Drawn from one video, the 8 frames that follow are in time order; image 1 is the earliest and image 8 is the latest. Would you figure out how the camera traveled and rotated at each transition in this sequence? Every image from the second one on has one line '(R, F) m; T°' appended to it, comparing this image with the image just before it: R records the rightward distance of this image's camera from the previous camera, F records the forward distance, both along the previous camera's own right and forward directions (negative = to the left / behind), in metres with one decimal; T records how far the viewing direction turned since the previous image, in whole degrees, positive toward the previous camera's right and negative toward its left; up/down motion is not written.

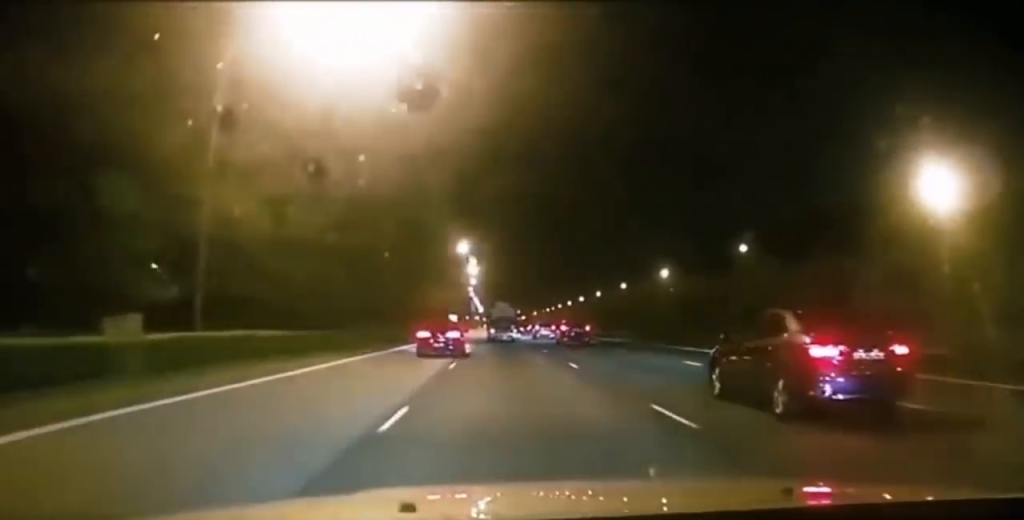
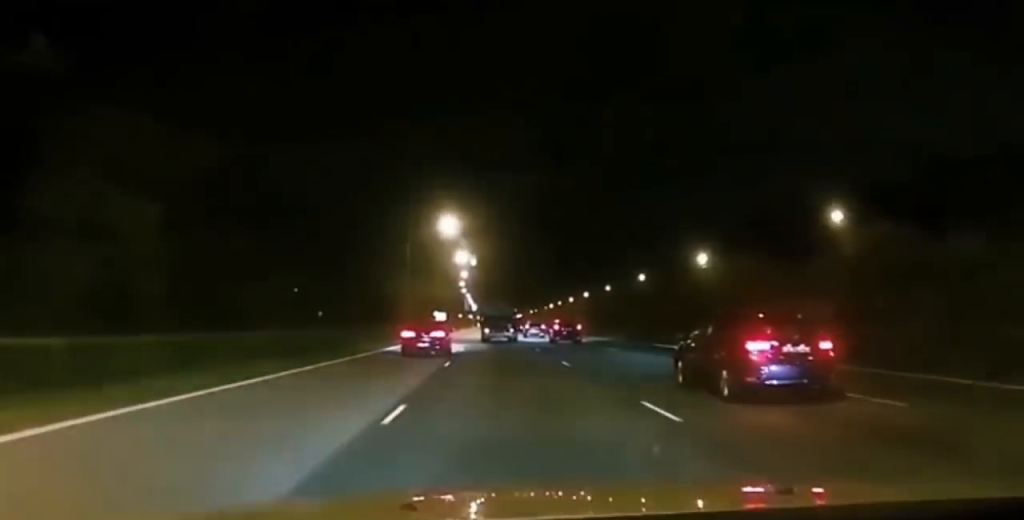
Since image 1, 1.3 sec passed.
(+0.4, +23.0) m; +1°
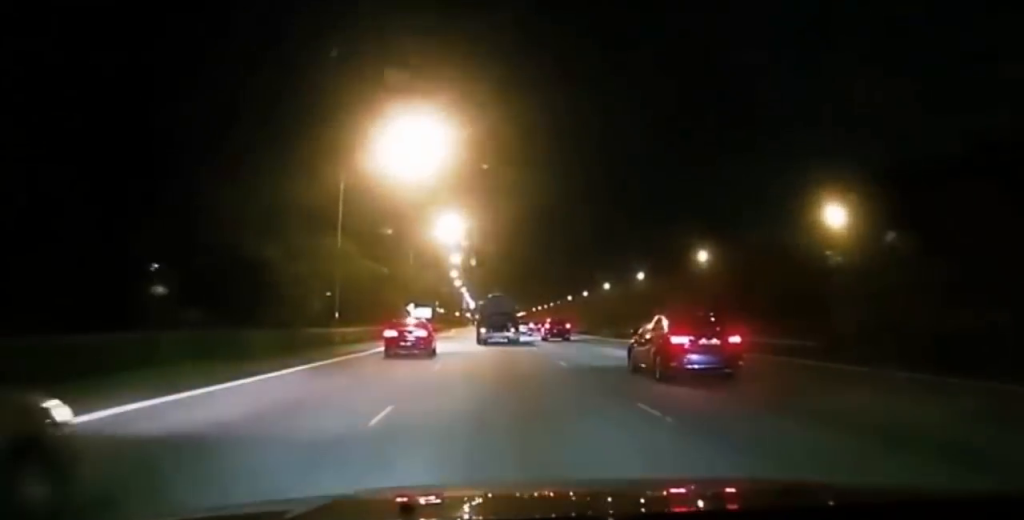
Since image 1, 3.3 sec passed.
(0.0, +36.5) m; -1°
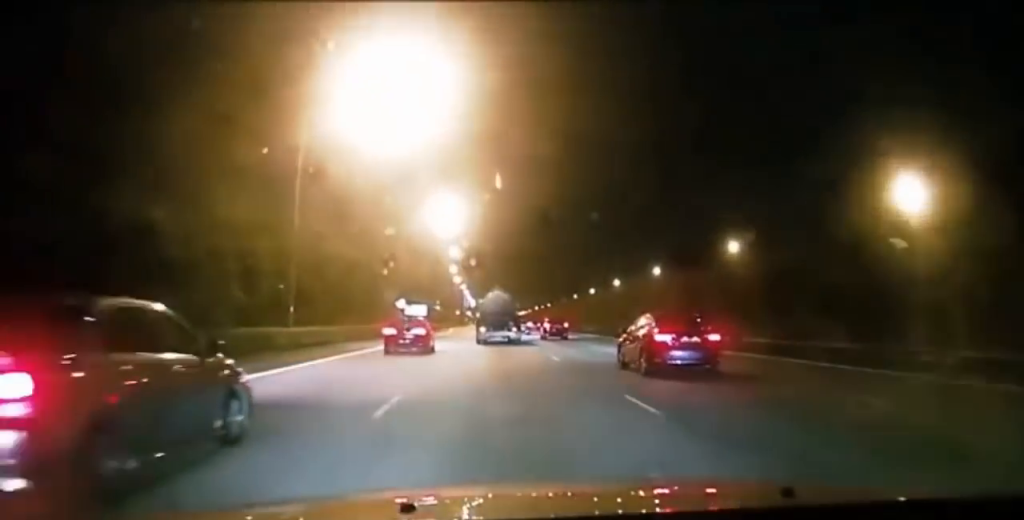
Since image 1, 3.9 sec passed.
(0.0, +10.9) m; 0°
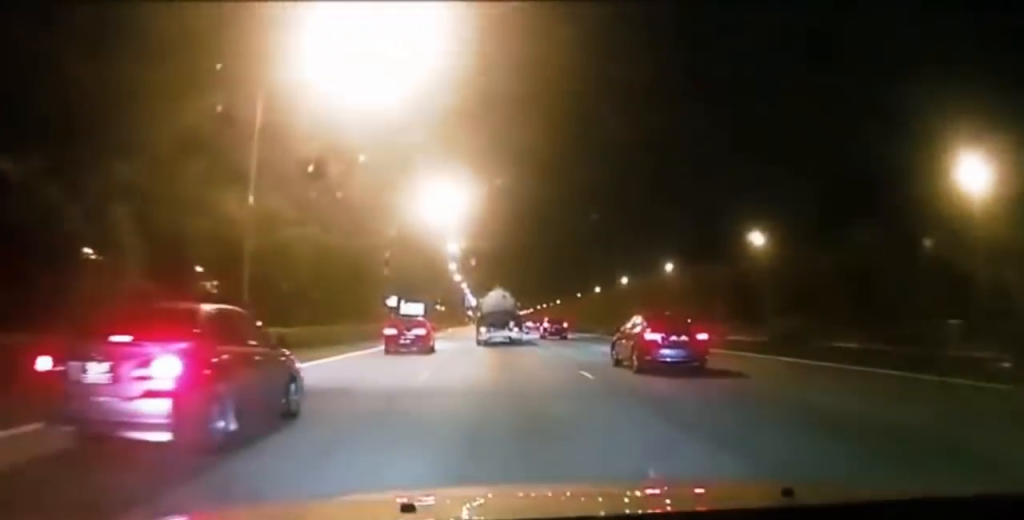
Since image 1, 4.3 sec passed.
(-0.2, +7.2) m; 0°
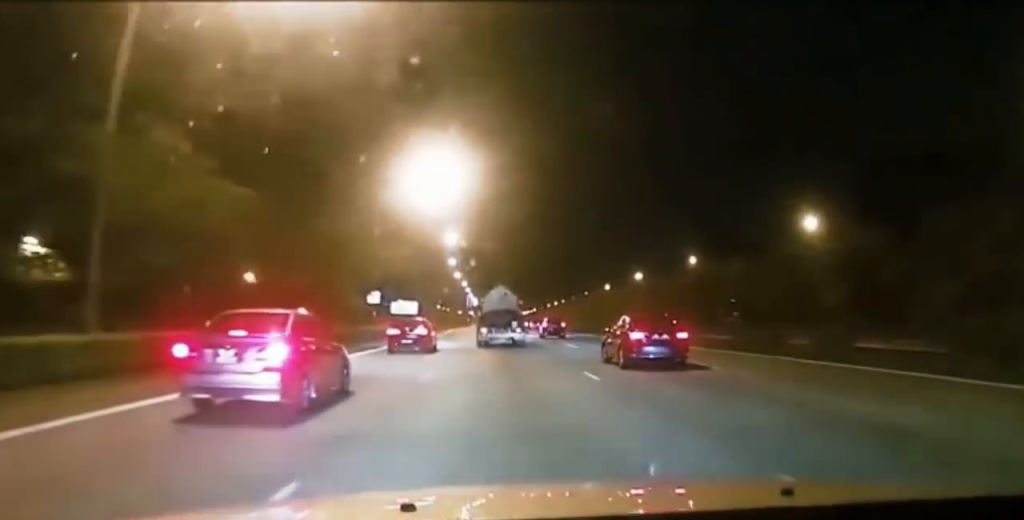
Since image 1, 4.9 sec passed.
(-0.1, +12.0) m; +1°
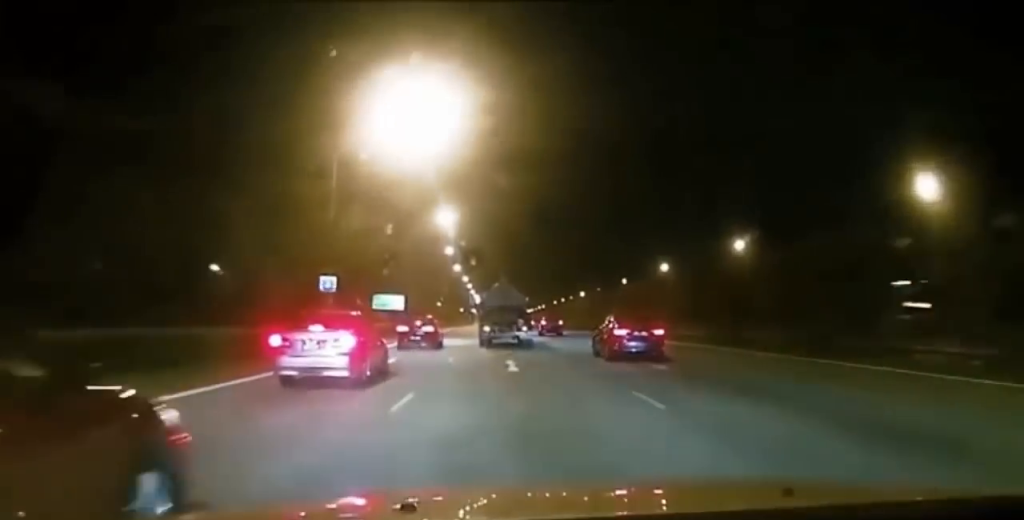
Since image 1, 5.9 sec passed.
(+0.4, +17.6) m; +1°
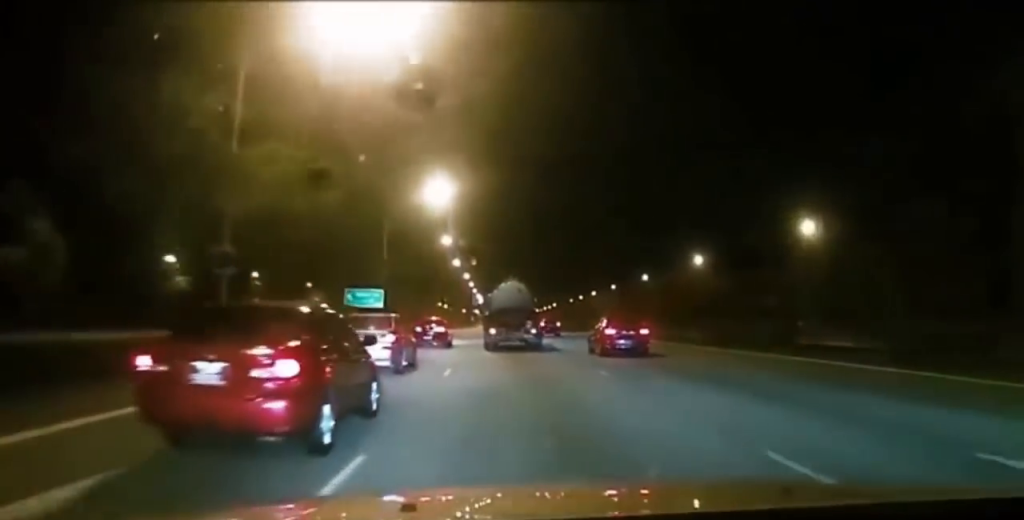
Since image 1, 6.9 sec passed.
(-0.1, +17.4) m; -1°
